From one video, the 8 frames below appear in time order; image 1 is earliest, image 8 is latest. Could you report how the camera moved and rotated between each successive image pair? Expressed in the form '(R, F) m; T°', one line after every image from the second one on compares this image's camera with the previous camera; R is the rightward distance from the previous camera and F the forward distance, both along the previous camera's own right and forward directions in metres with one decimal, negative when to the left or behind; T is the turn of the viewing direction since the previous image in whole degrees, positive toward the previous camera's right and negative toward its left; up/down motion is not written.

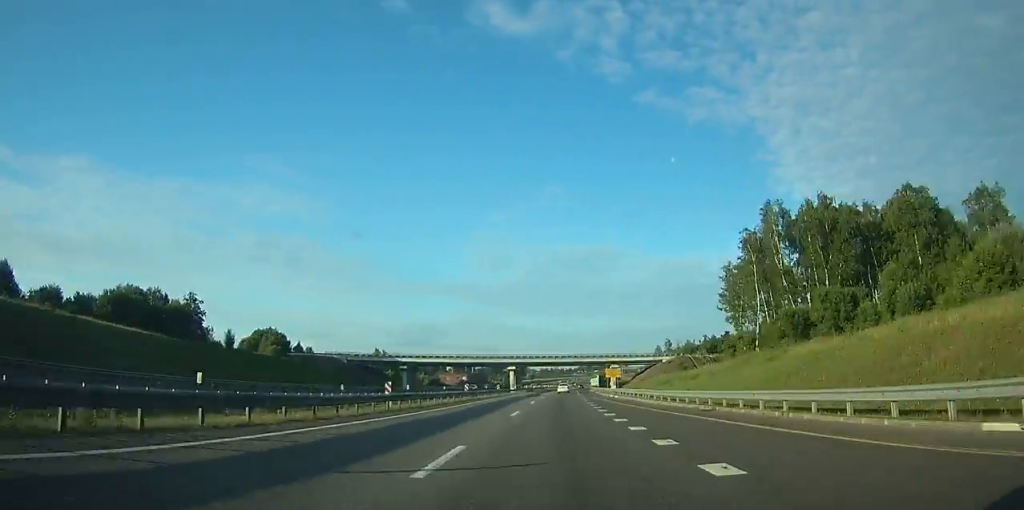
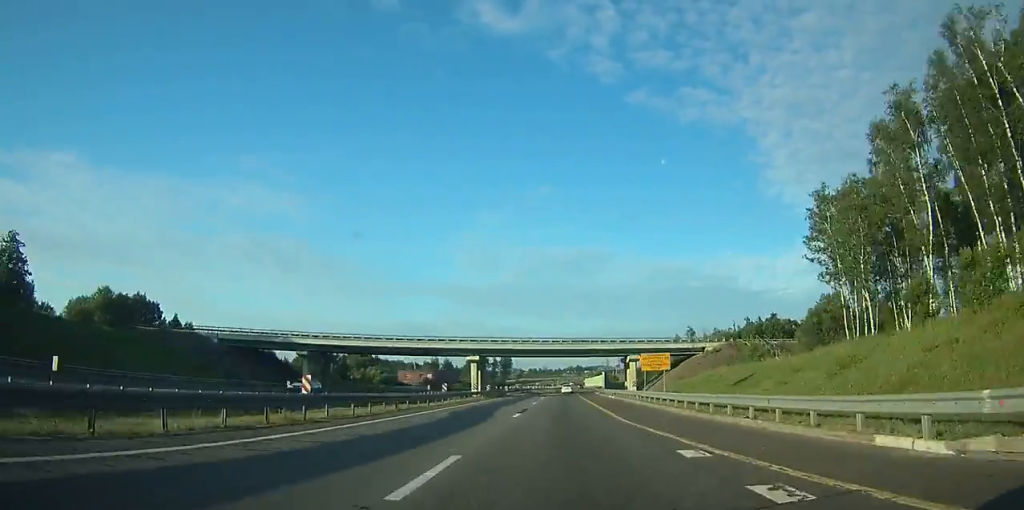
(+0.4, +46.9) m; +1°
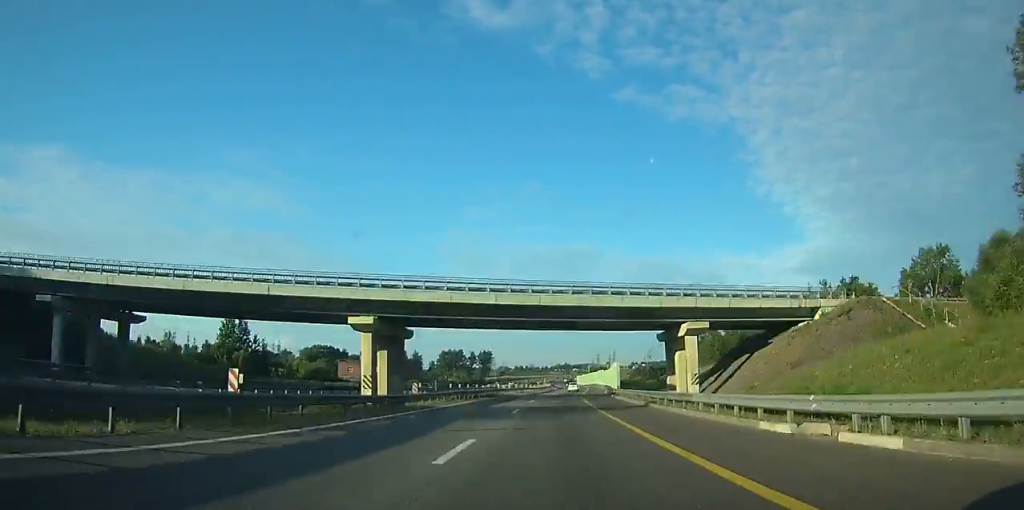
(+0.7, +43.4) m; +1°
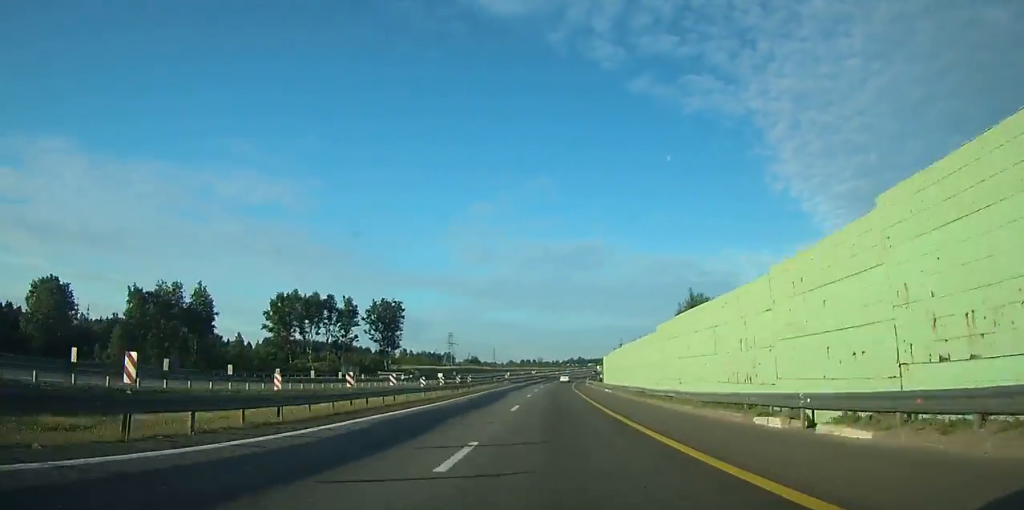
(+2.9, +170.5) m; 0°
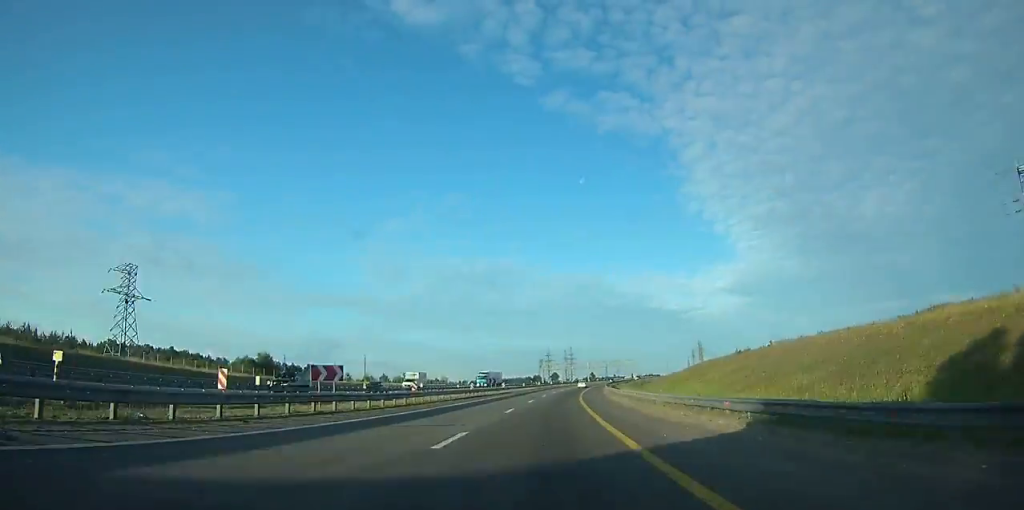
(+3.0, +153.9) m; +5°
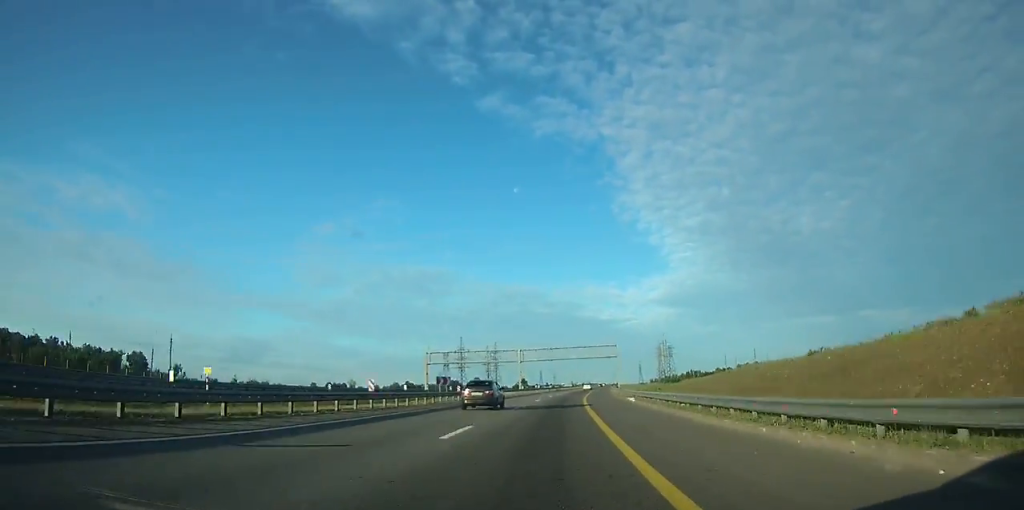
(+9.1, +130.6) m; +8°
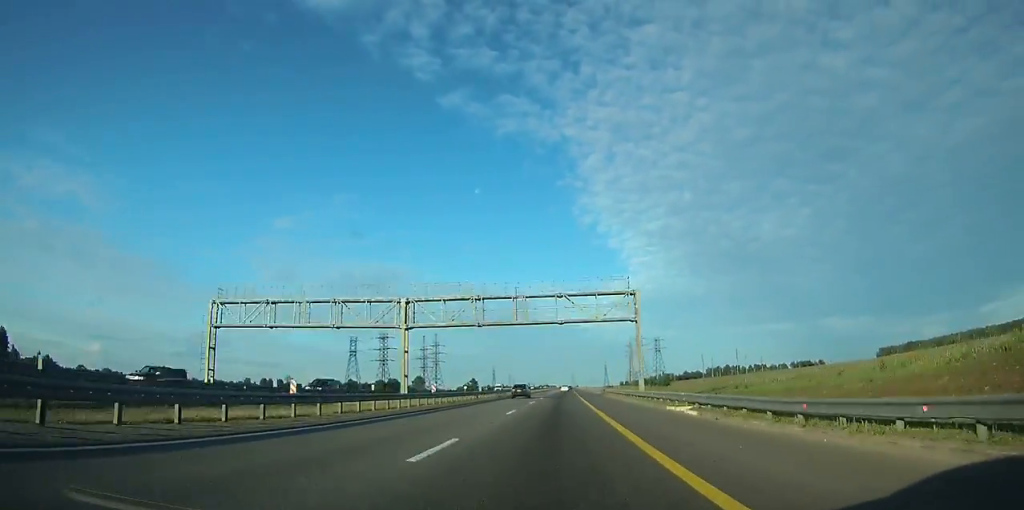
(+2.8, +70.4) m; +3°
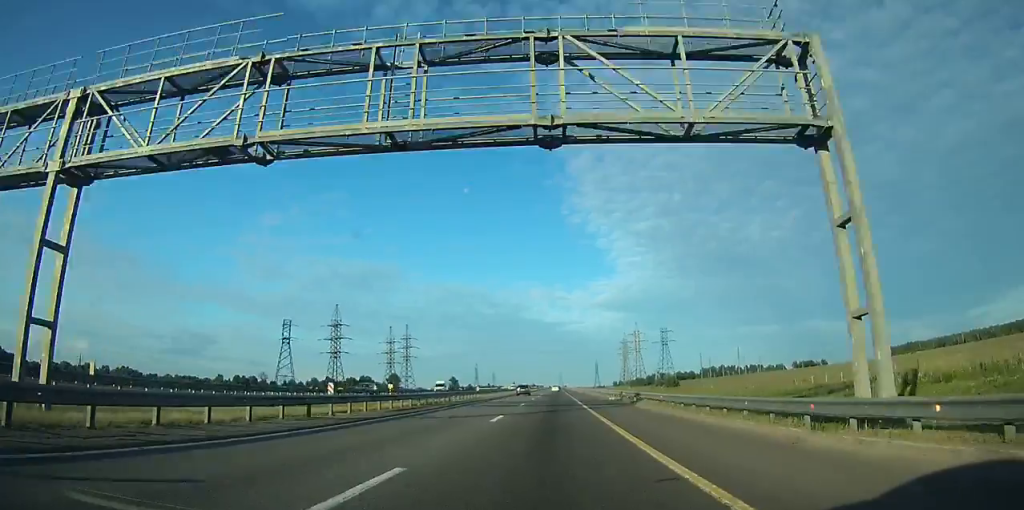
(+0.4, +39.9) m; +1°
